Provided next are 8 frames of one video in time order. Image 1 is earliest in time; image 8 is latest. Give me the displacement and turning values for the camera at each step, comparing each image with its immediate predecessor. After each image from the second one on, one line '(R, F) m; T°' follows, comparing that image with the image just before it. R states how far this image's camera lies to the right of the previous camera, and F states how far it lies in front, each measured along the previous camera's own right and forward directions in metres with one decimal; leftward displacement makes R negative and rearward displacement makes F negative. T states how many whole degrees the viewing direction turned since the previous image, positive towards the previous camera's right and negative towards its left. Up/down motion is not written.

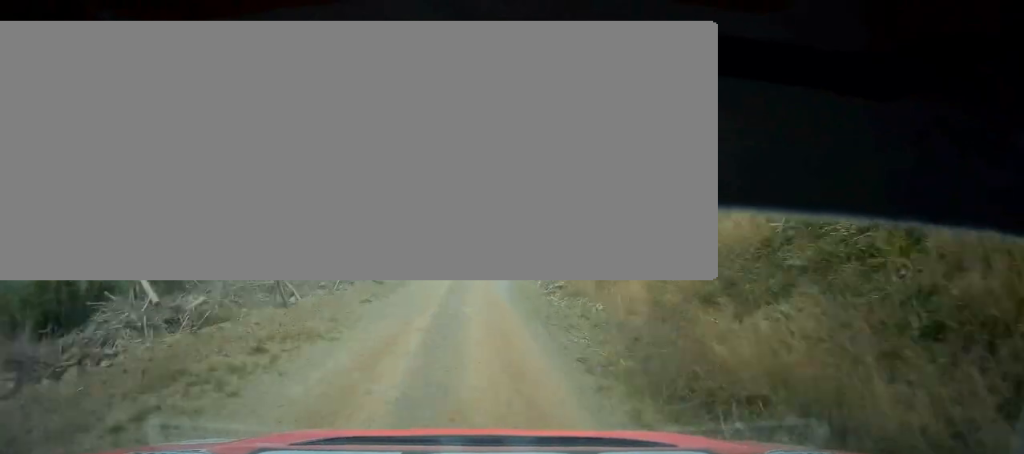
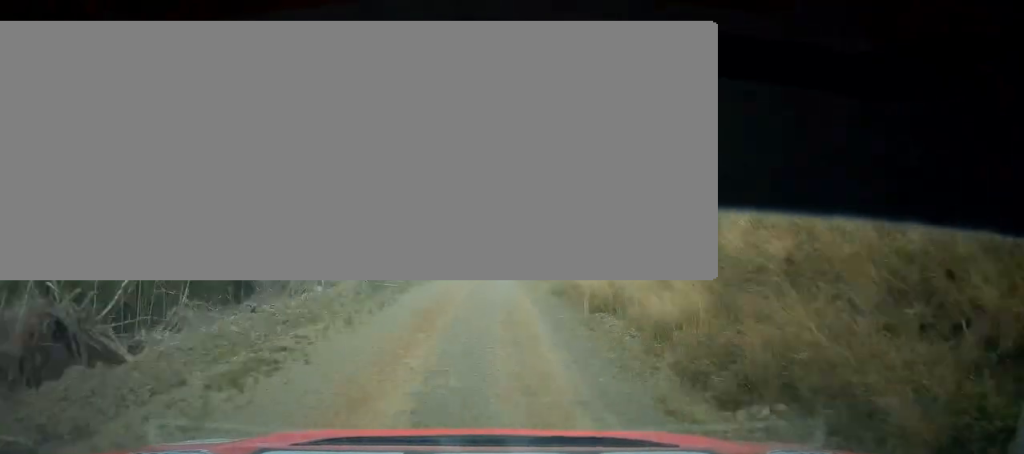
(+0.3, +29.1) m; +2°
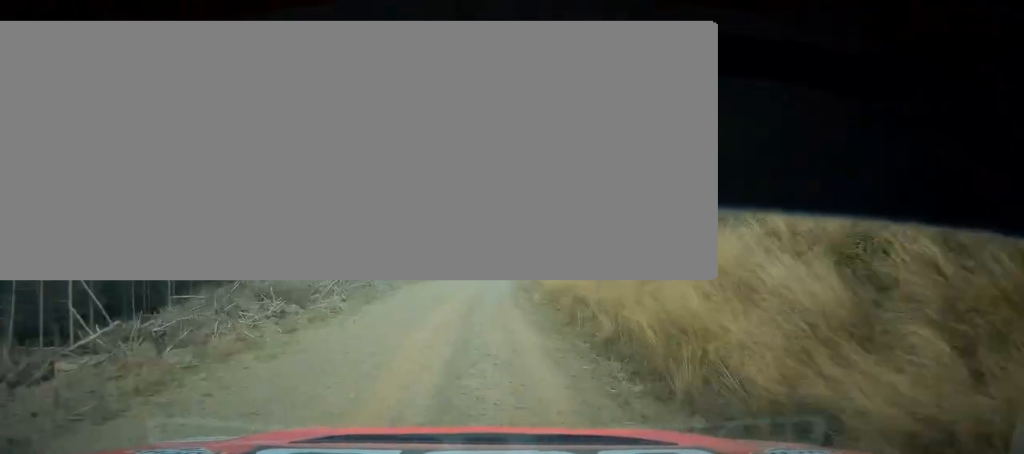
(+1.8, +55.3) m; +3°
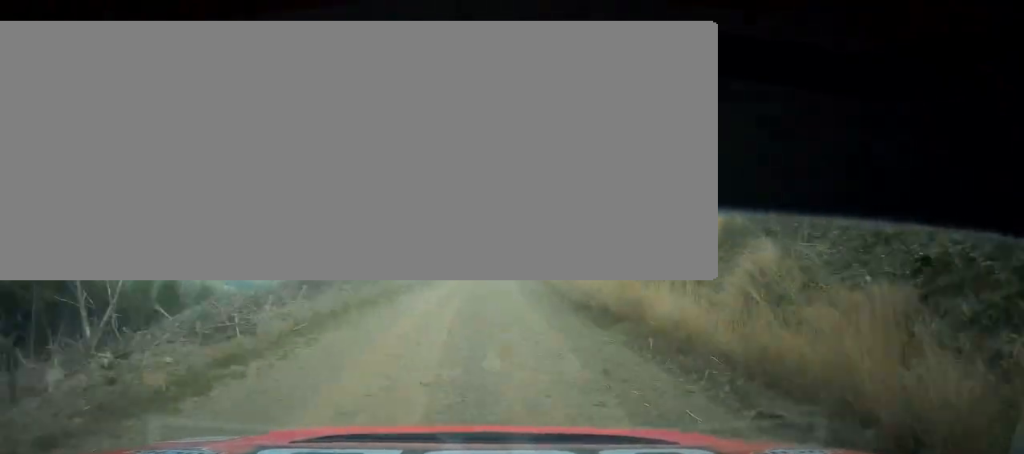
(+1.8, +55.6) m; +6°
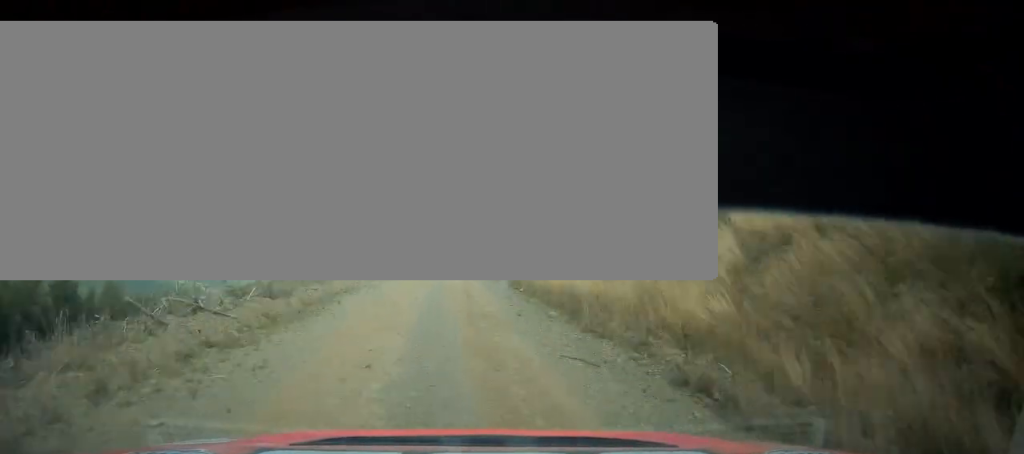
(+1.1, +17.8) m; +3°
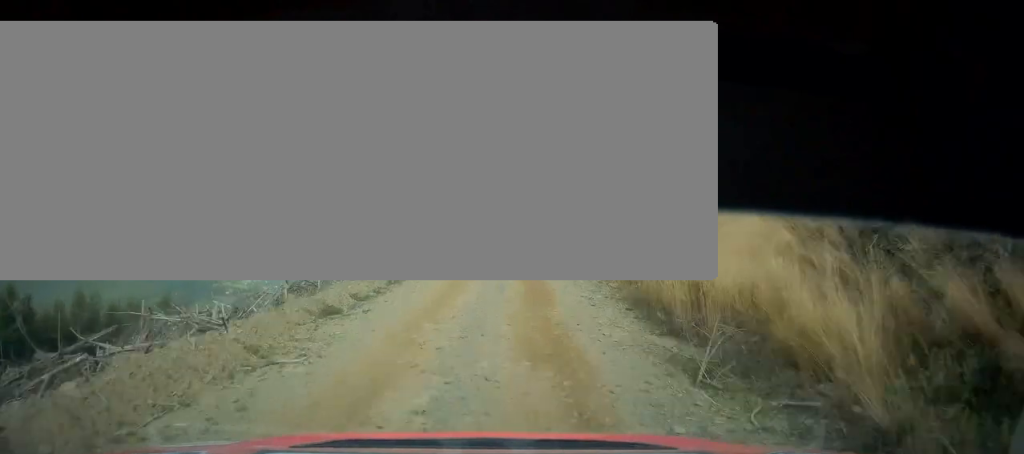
(+0.7, +20.6) m; +4°
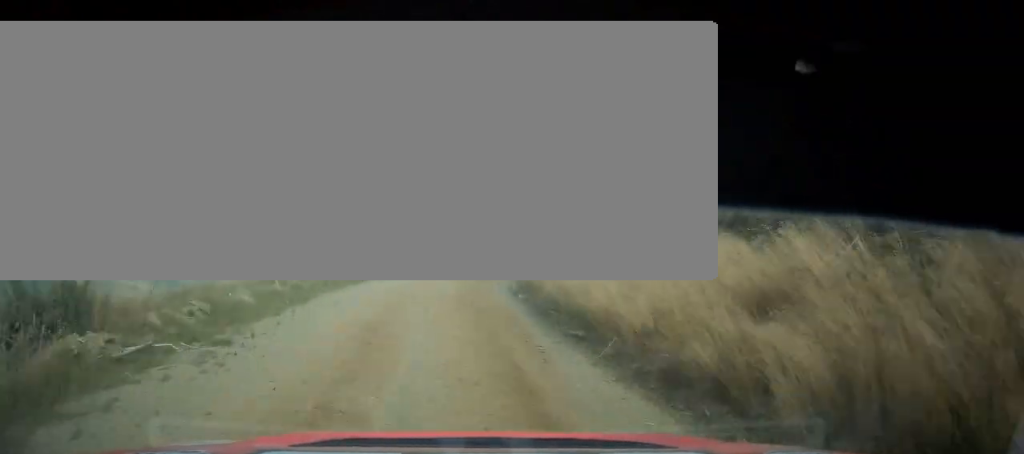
(+1.5, +33.1) m; +6°
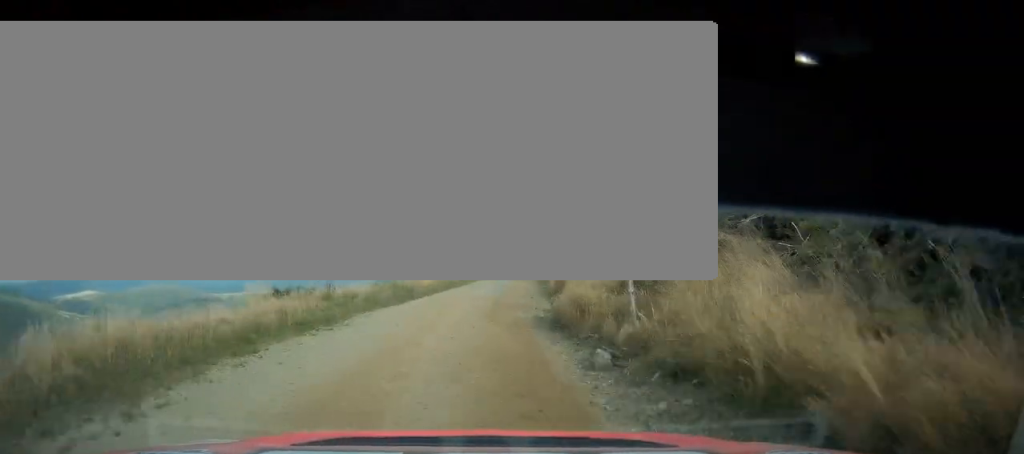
(+1.5, +27.1) m; +7°
